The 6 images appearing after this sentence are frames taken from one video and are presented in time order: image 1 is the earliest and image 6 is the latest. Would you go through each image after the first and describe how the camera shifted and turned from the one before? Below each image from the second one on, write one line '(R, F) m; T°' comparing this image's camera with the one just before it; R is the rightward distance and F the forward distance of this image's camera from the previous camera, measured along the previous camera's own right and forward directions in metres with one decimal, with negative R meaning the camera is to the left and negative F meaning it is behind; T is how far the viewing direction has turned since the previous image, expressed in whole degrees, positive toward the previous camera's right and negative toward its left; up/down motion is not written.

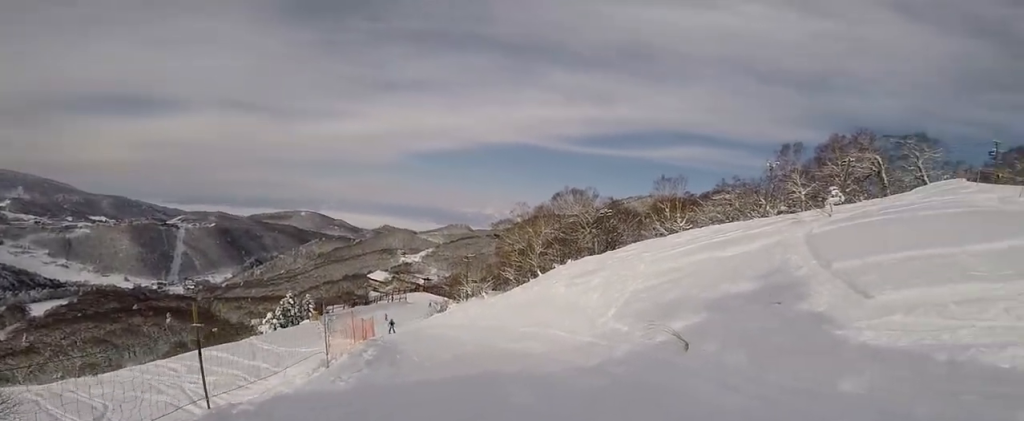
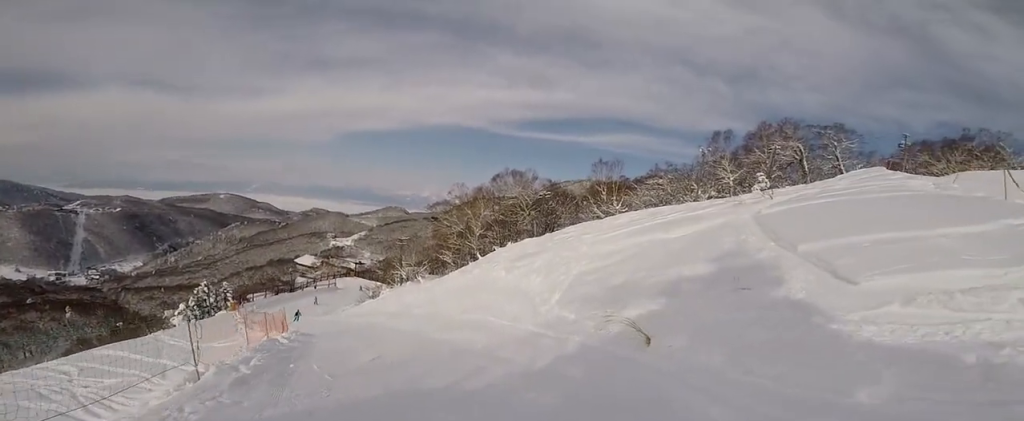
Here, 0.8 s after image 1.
(+0.3, +1.7) m; +19°
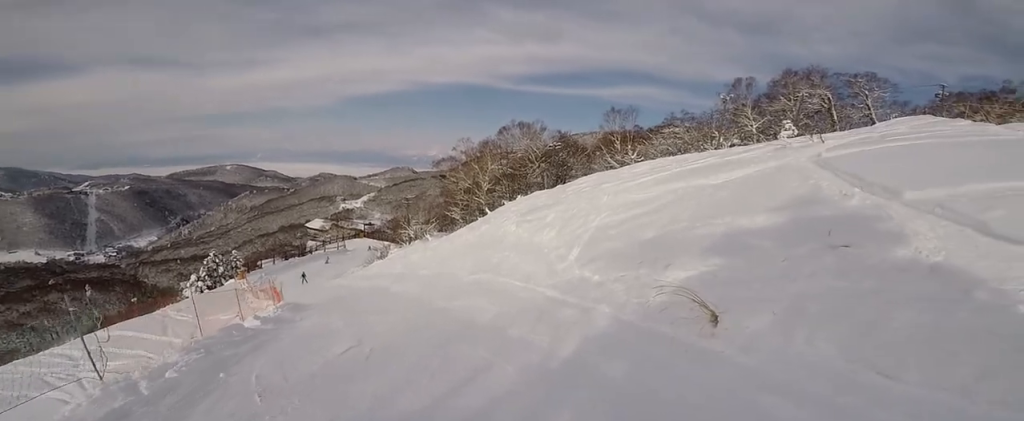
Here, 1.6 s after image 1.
(+0.4, +2.3) m; +8°
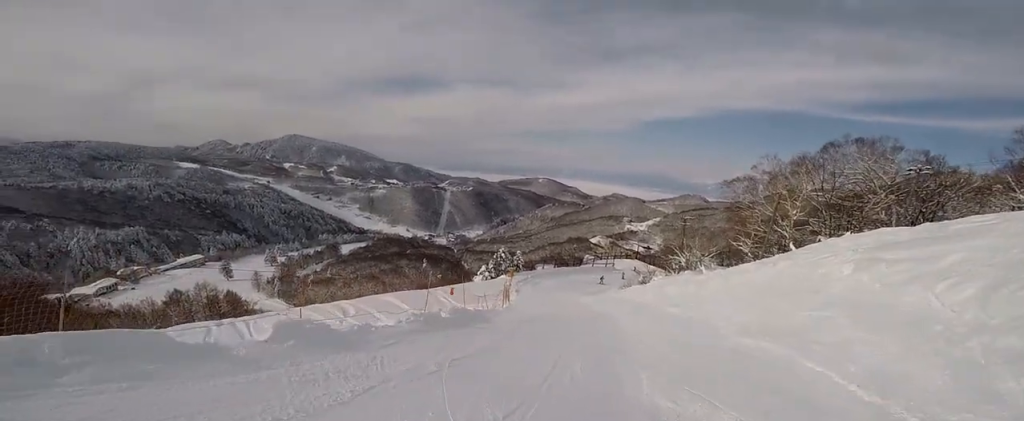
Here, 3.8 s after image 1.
(-3.3, +7.3) m; -40°
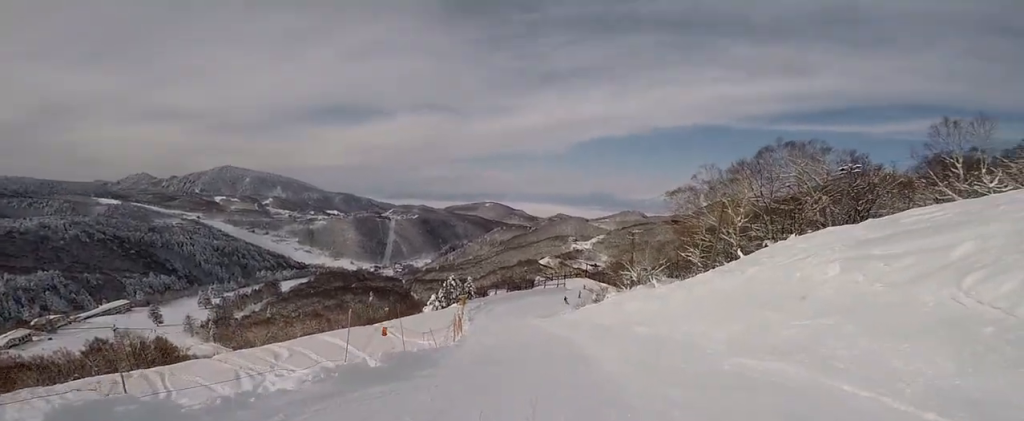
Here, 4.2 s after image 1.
(-0.2, +2.1) m; +3°
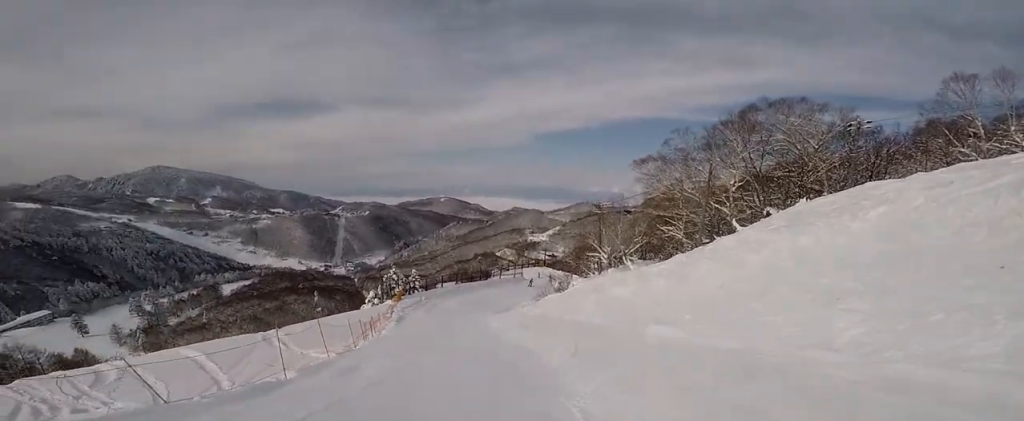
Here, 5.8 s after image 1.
(+0.6, +9.2) m; -2°
